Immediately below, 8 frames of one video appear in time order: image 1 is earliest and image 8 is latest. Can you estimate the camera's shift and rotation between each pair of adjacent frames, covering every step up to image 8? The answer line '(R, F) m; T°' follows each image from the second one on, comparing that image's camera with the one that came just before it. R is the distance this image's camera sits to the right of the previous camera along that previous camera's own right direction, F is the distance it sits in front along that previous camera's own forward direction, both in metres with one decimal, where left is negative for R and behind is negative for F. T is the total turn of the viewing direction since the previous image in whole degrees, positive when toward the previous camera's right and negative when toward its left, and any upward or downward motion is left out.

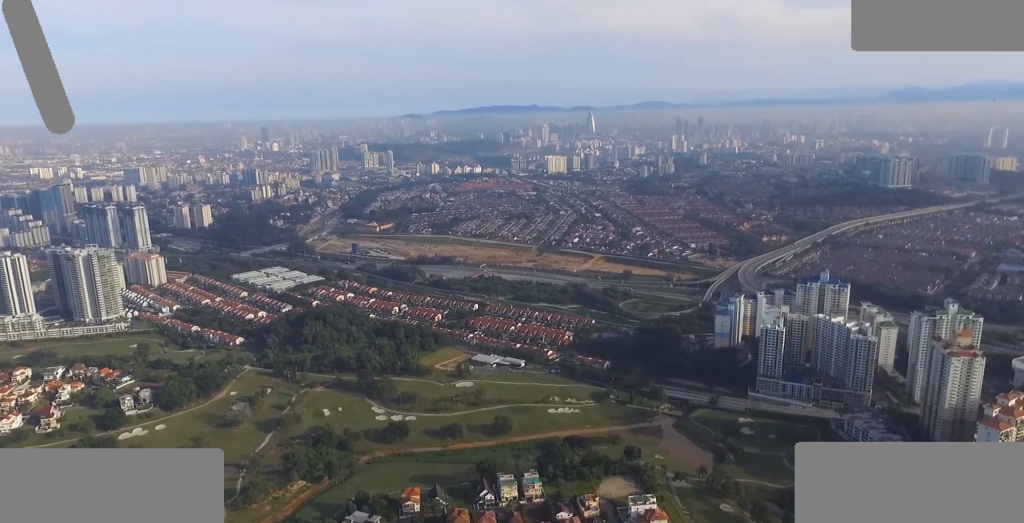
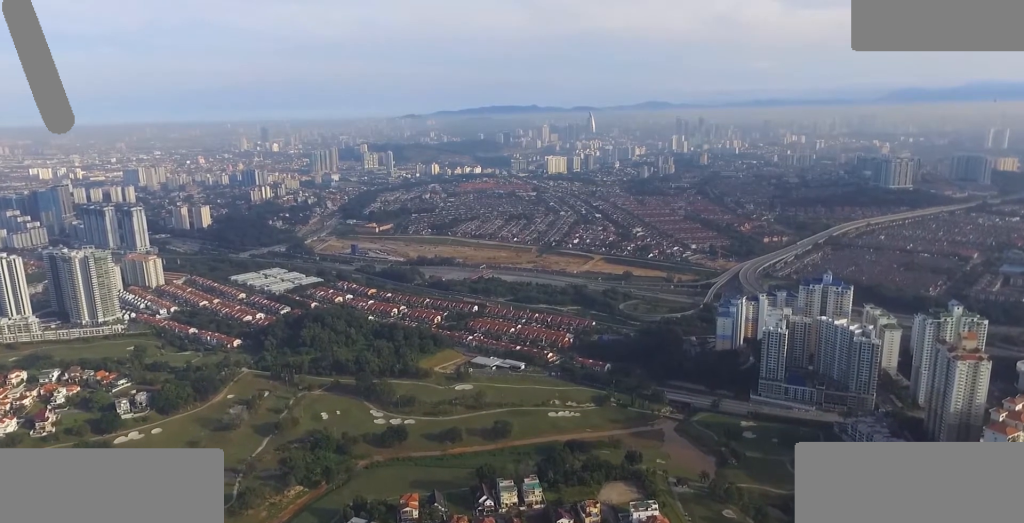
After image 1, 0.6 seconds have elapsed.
(0.0, +7.8) m; 0°
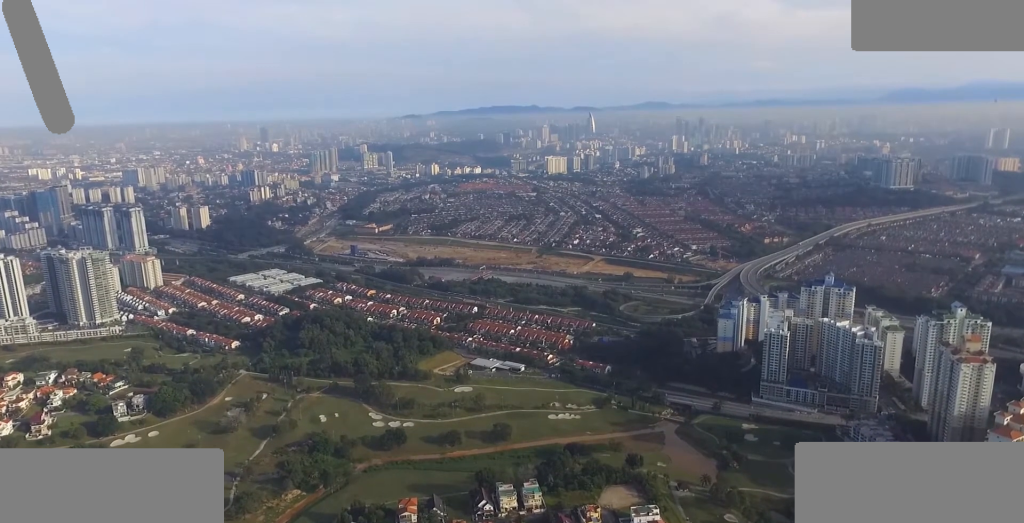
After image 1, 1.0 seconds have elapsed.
(0.0, +6.1) m; 0°
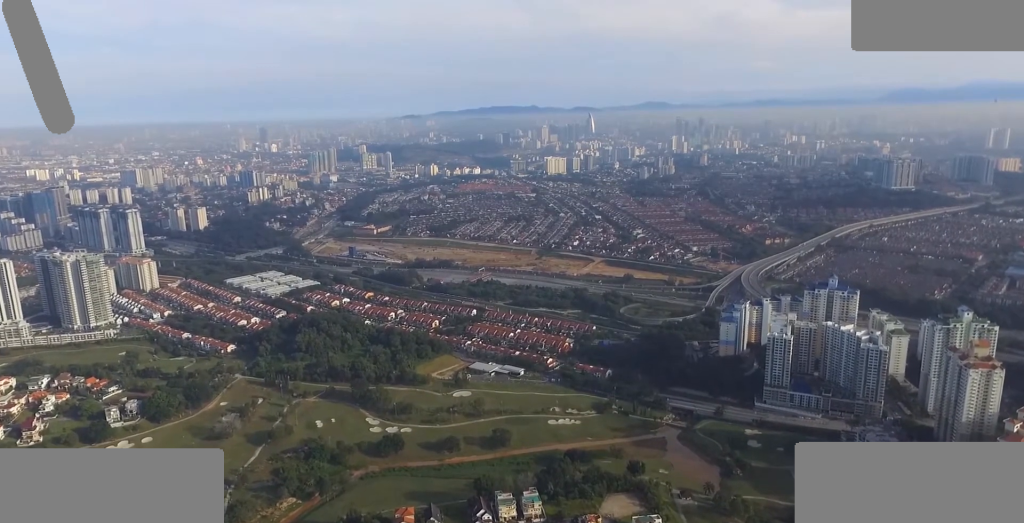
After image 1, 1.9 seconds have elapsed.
(0.0, +12.3) m; 0°
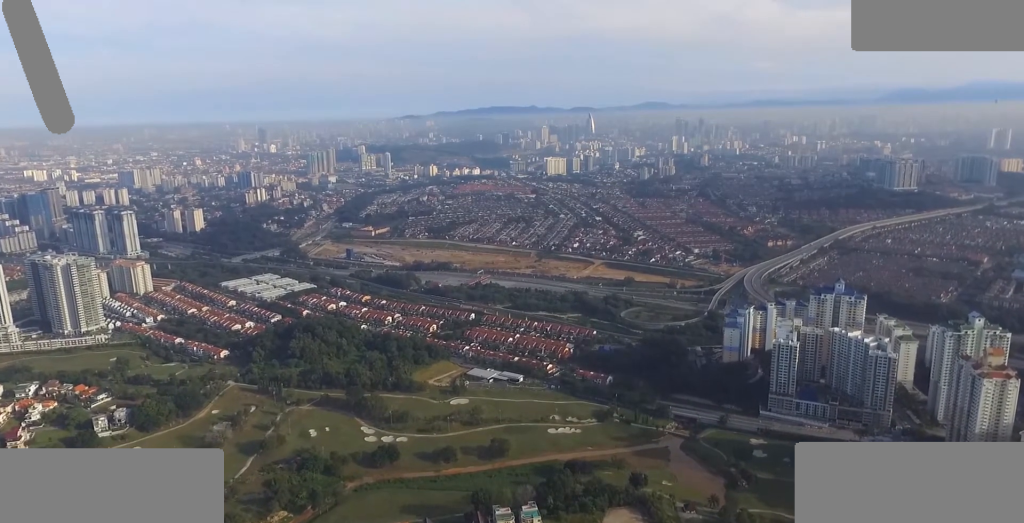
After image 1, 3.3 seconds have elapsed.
(0.0, +19.6) m; 0°
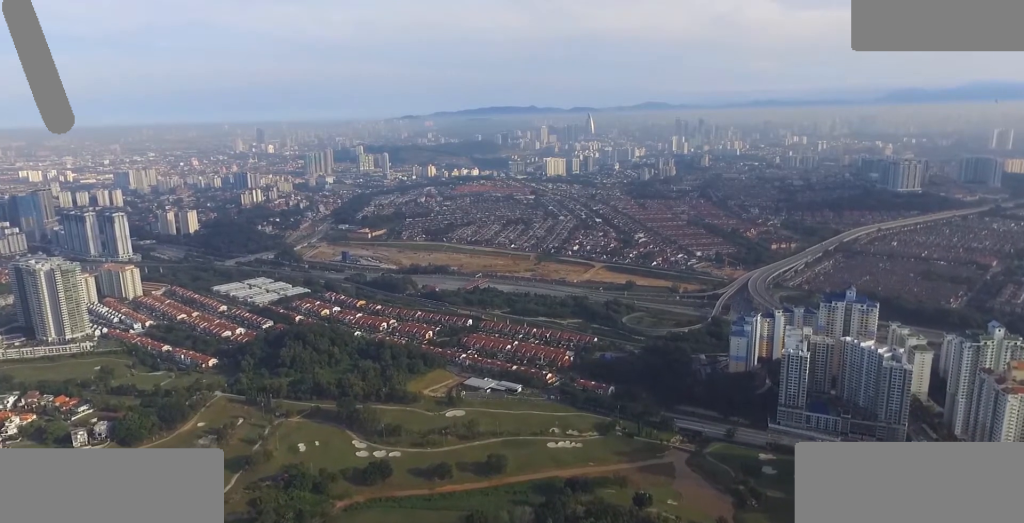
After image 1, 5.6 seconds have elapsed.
(-0.1, +31.9) m; -1°
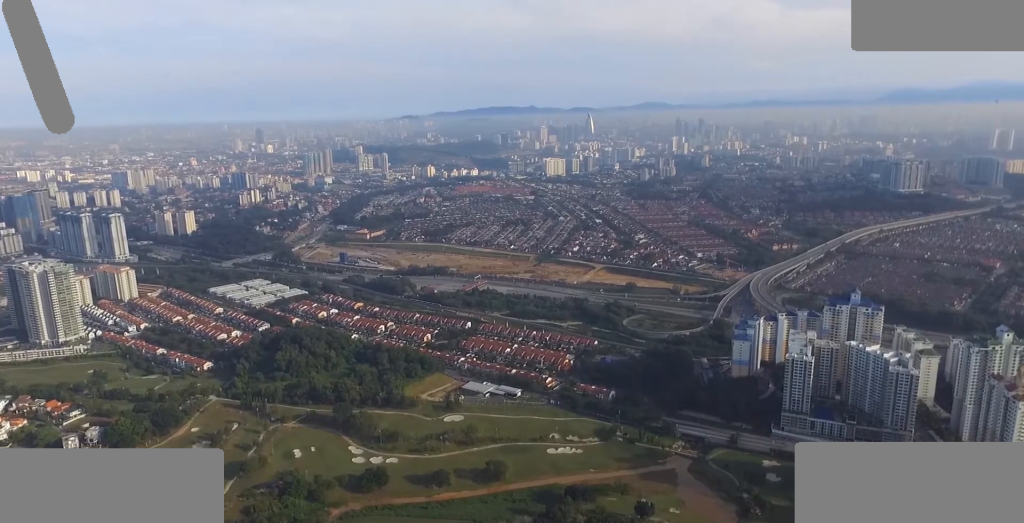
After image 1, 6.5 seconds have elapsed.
(0.0, +12.9) m; 0°
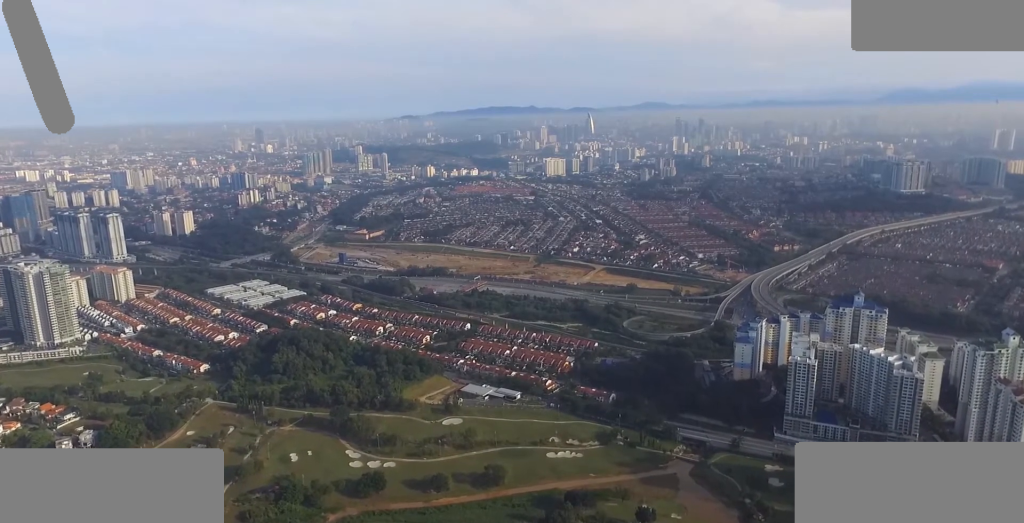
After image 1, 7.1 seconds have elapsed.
(0.0, +9.0) m; 0°
